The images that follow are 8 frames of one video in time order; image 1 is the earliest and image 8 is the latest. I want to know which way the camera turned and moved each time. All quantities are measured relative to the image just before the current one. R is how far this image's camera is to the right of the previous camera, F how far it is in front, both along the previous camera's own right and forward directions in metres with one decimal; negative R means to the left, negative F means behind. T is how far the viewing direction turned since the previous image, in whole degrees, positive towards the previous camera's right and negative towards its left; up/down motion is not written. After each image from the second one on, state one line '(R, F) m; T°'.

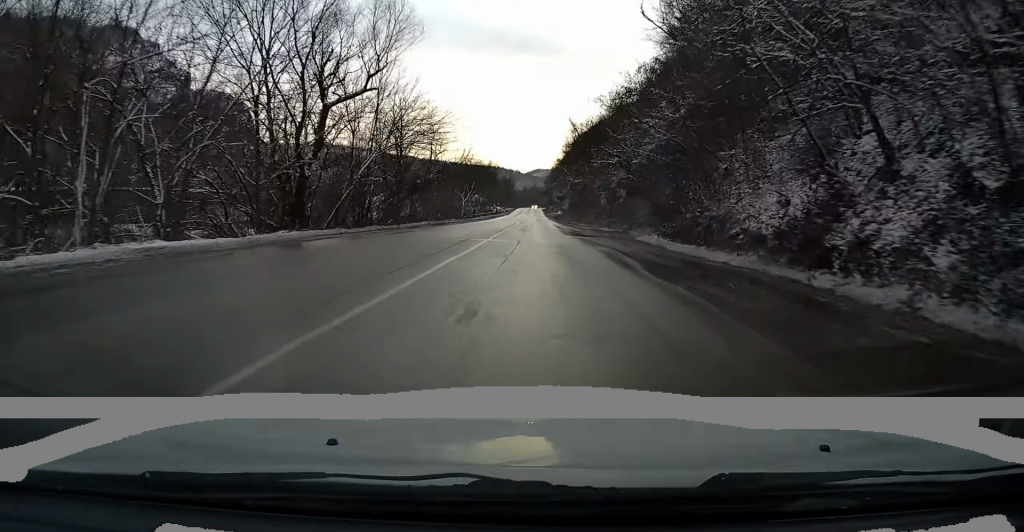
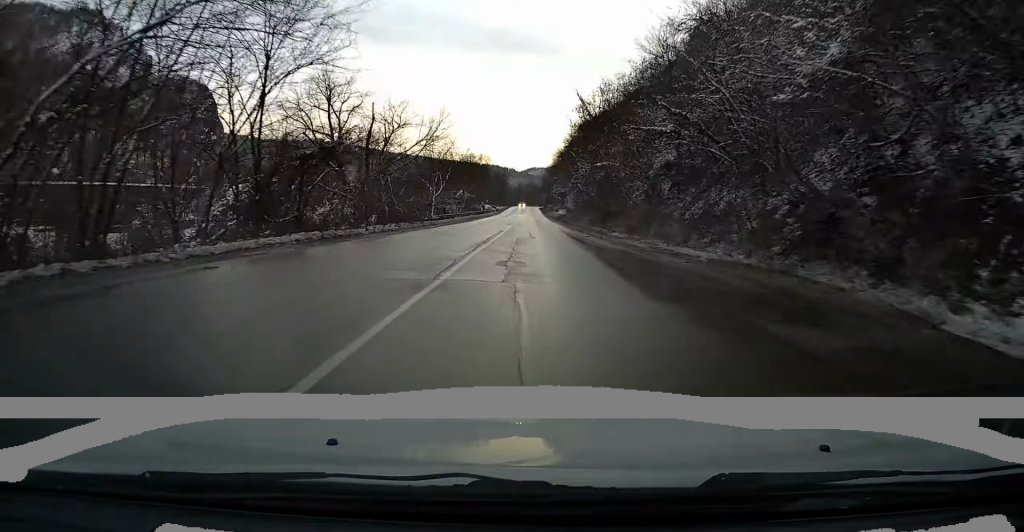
(-0.1, +24.5) m; +1°
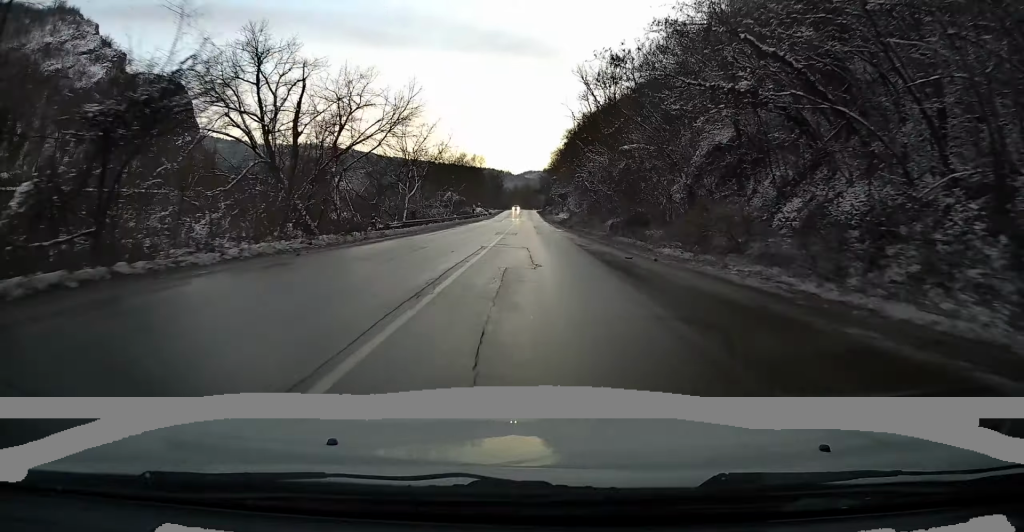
(+0.1, +13.0) m; +1°
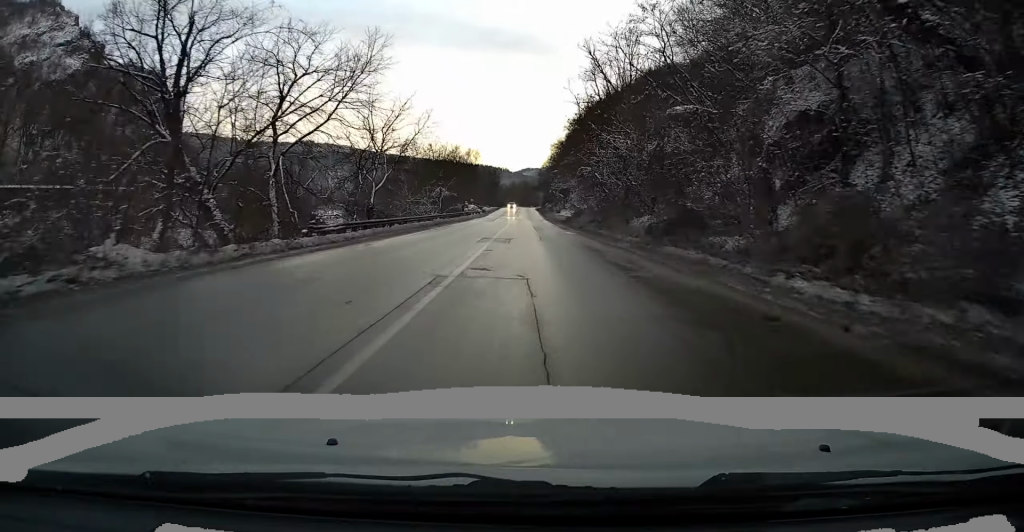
(+0.1, +10.7) m; 0°
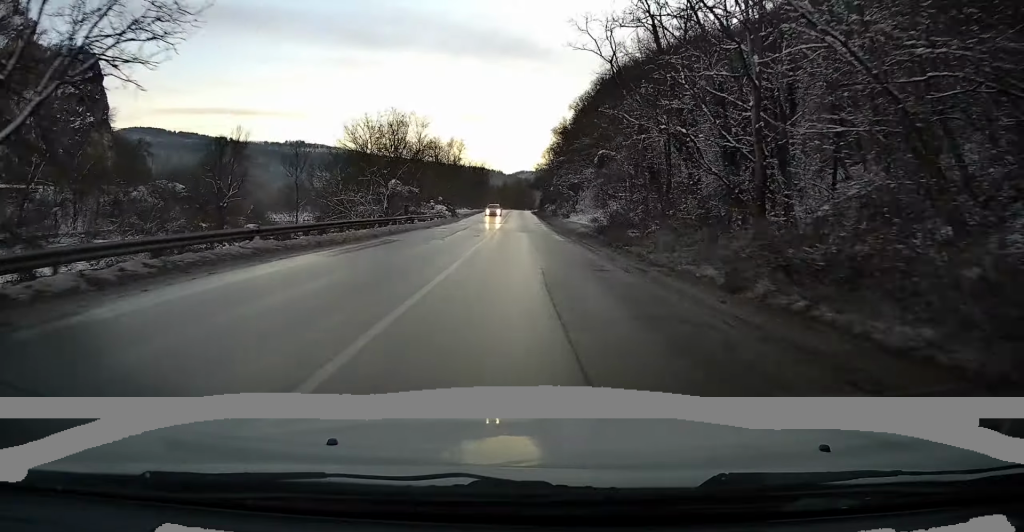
(0.0, +30.9) m; 0°
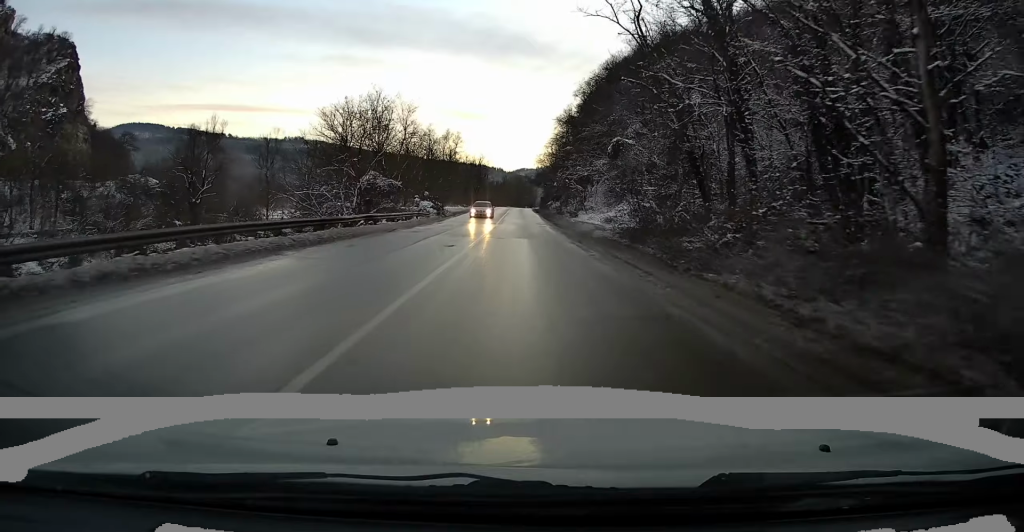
(0.0, +9.9) m; 0°
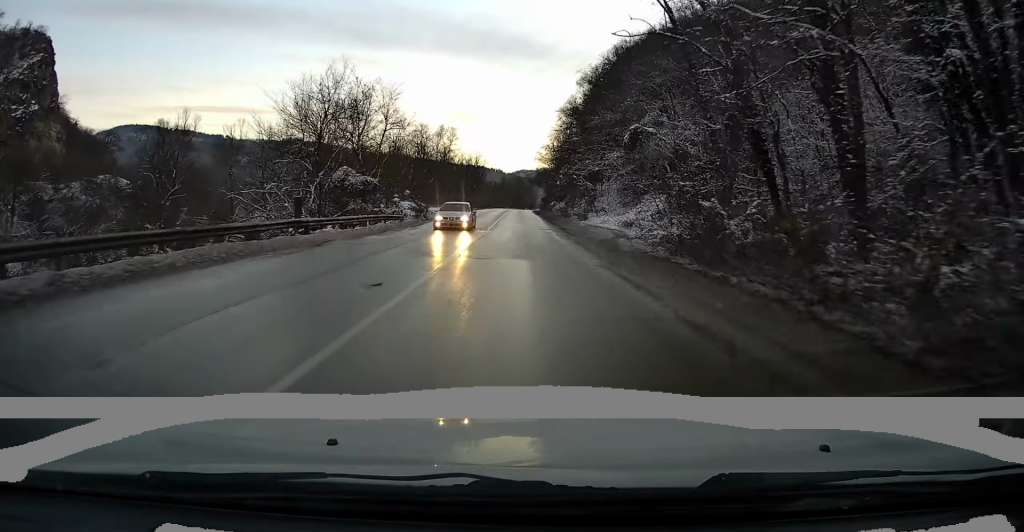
(+0.1, +9.2) m; 0°
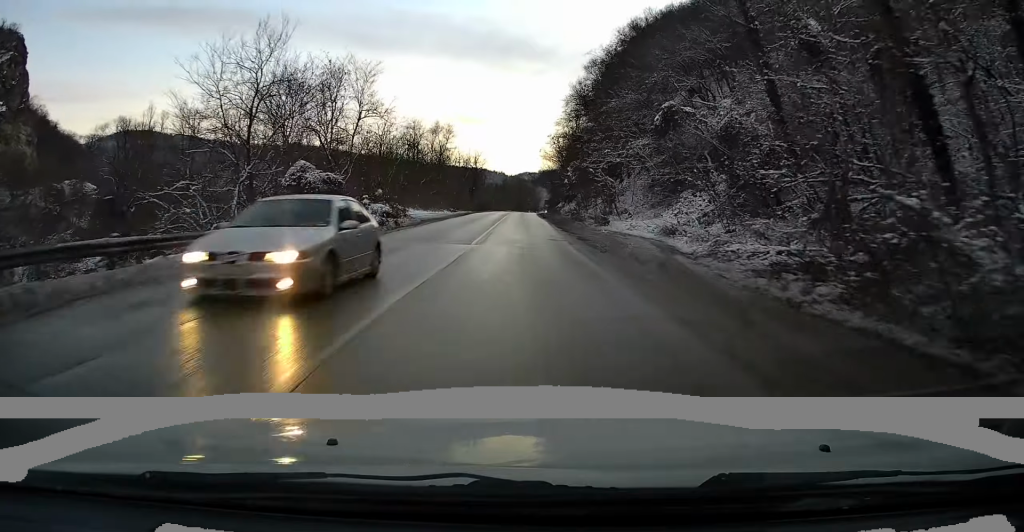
(-0.1, +10.2) m; -1°
